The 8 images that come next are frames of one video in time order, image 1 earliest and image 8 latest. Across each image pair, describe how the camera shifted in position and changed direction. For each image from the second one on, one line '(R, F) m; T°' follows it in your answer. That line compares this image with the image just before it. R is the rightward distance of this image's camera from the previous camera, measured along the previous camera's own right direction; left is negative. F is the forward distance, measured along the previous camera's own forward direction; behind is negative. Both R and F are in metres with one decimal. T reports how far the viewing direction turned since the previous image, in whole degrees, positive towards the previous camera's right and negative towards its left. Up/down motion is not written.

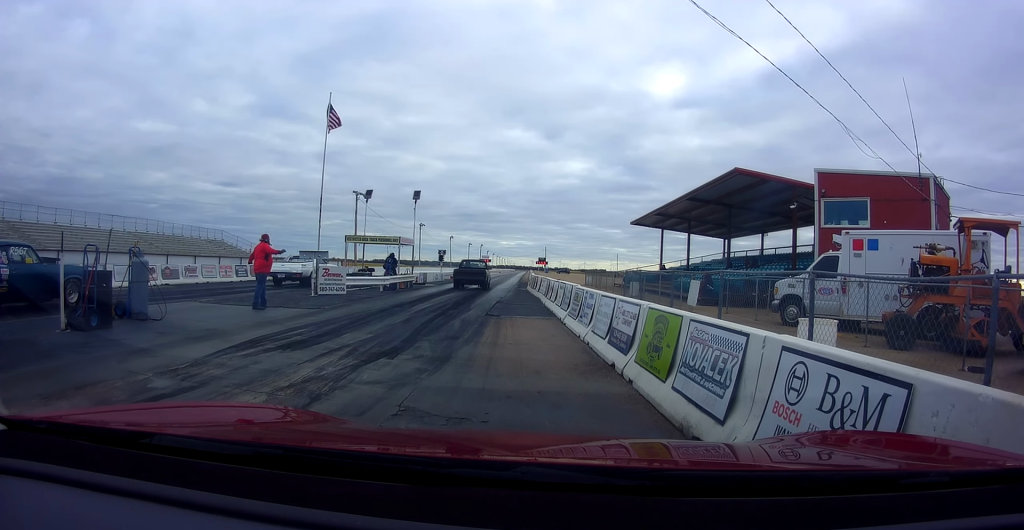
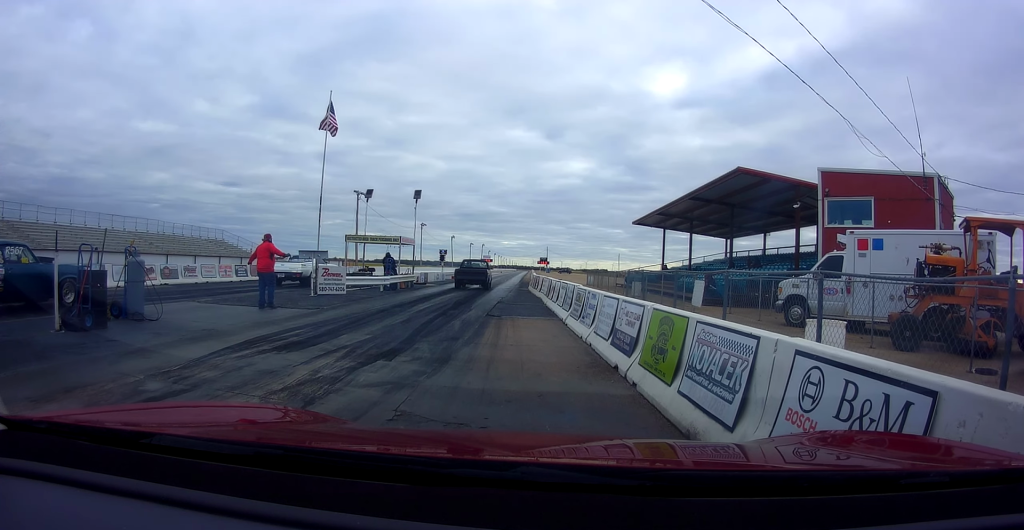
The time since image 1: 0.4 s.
(-0.1, +0.4) m; 0°
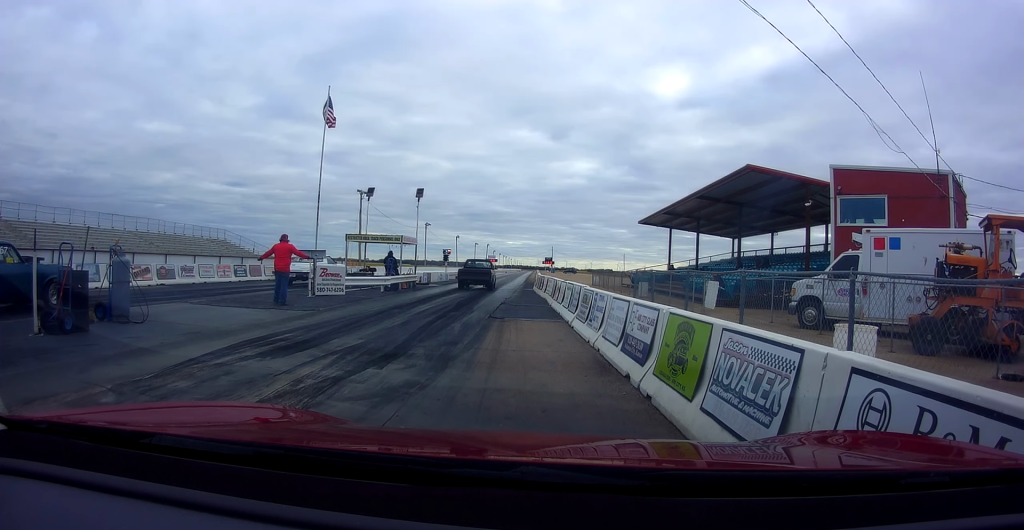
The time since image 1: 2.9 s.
(-0.4, +1.1) m; 0°
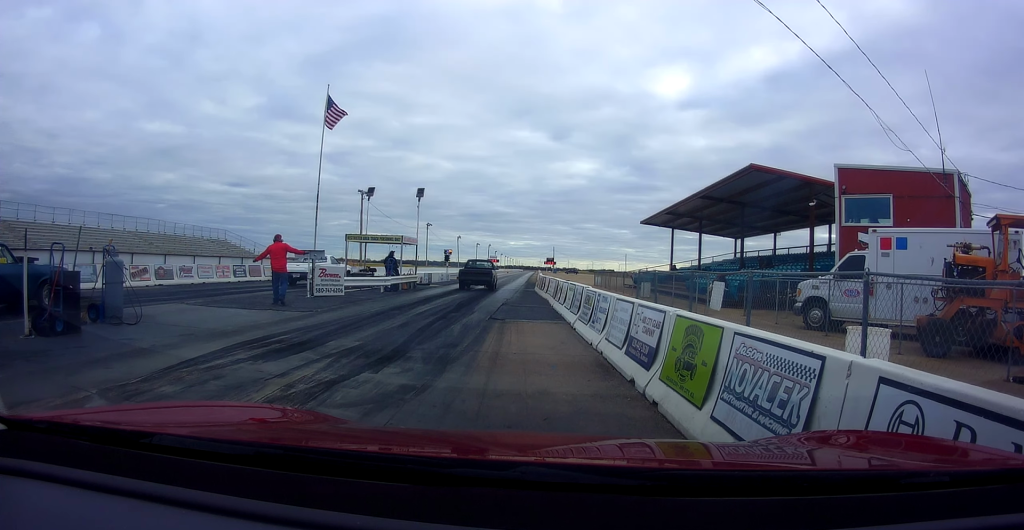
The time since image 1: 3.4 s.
(0.0, +0.1) m; 0°
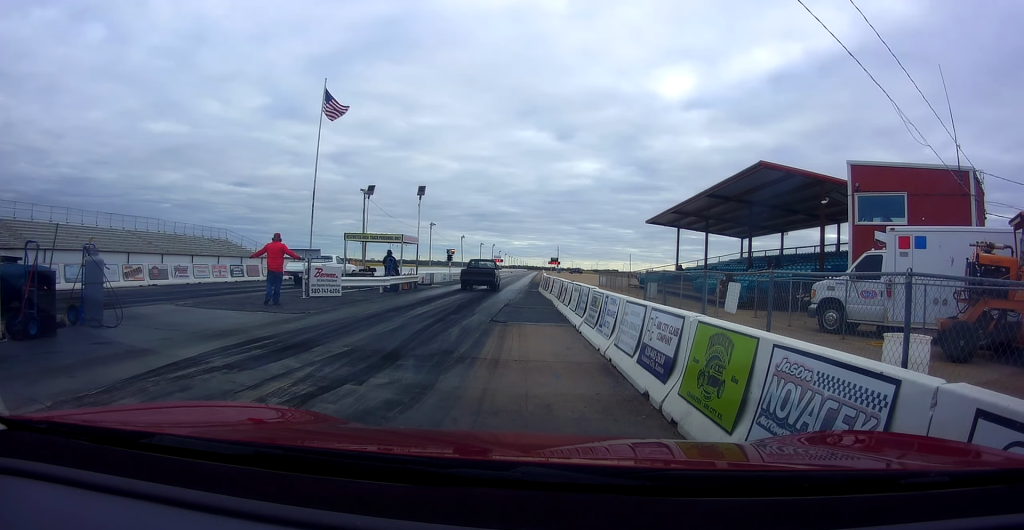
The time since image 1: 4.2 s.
(-0.1, +0.3) m; 0°
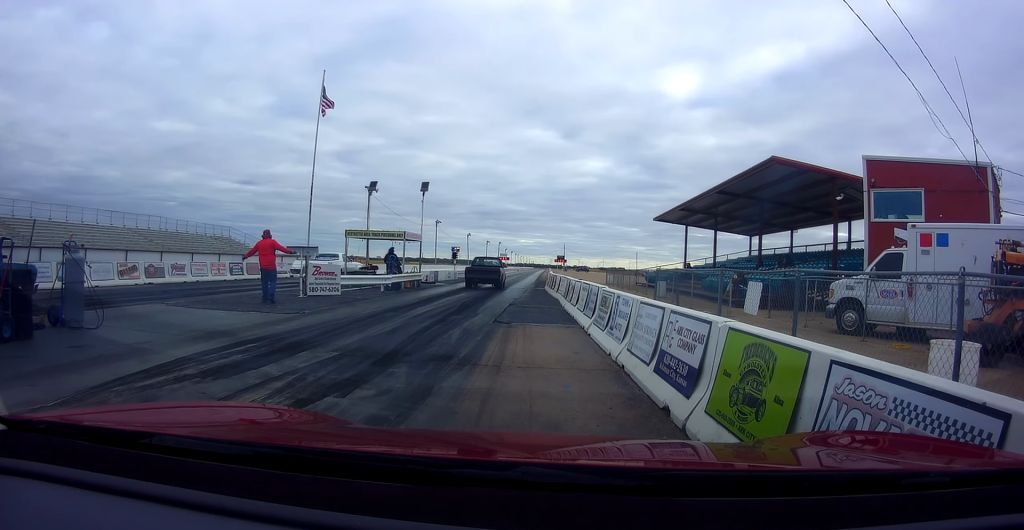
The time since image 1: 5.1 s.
(-0.2, +0.5) m; 0°
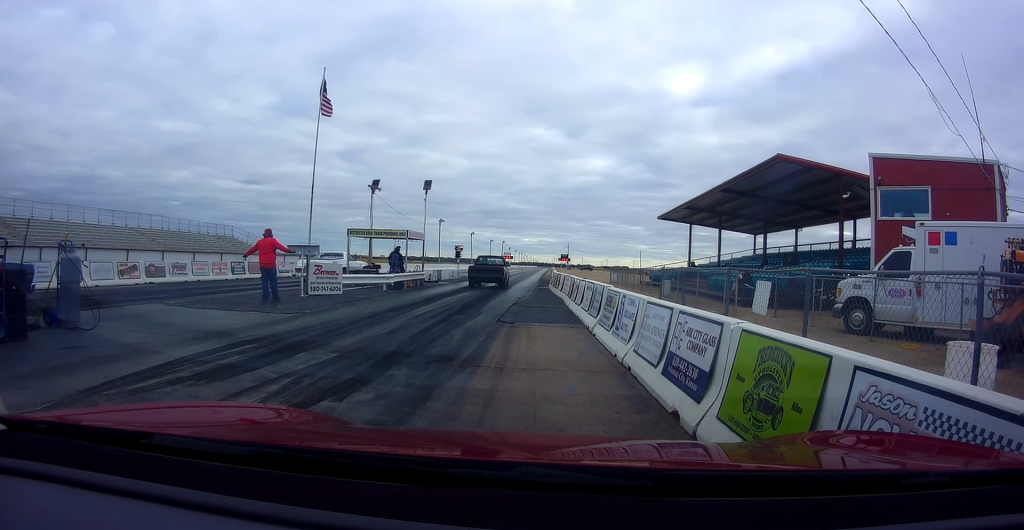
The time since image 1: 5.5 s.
(-0.1, +0.3) m; 0°
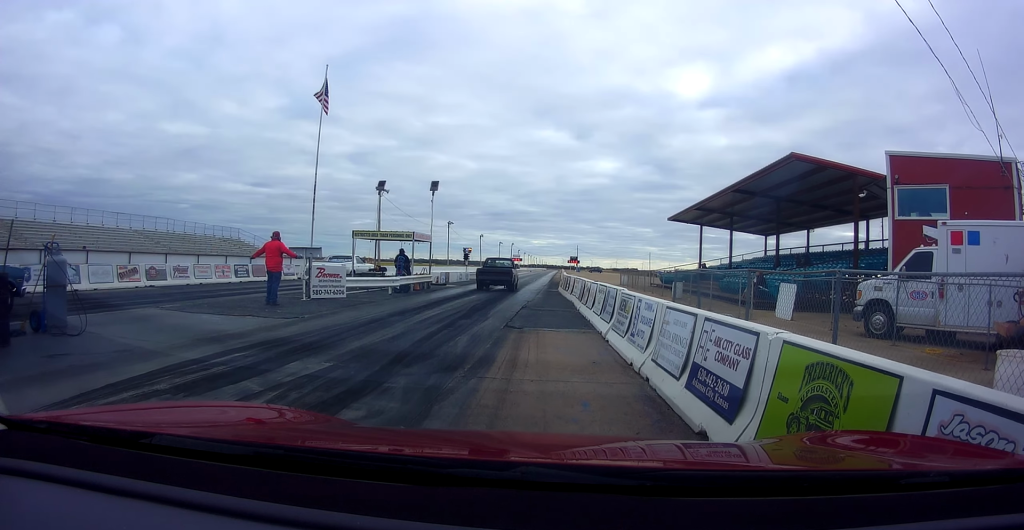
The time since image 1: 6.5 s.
(-0.2, +0.6) m; 0°
